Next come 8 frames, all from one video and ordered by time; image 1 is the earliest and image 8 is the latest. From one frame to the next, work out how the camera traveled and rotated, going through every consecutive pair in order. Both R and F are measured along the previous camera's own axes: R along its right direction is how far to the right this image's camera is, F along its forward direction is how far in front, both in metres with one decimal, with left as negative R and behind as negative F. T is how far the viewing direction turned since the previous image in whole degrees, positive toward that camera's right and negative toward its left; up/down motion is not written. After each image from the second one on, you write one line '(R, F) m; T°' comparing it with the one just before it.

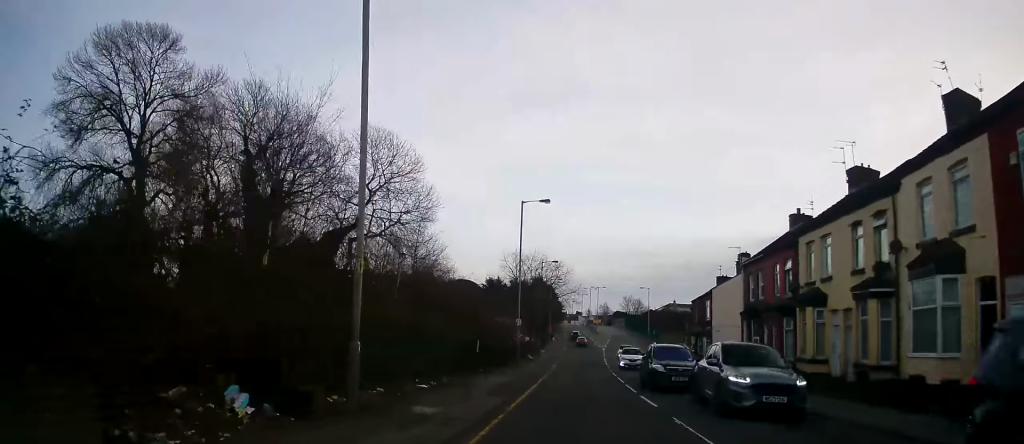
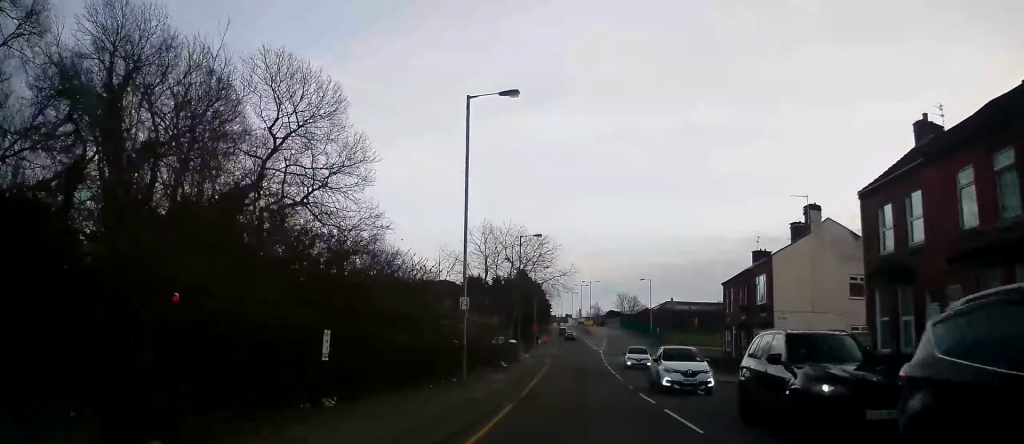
(+0.4, +15.8) m; +1°
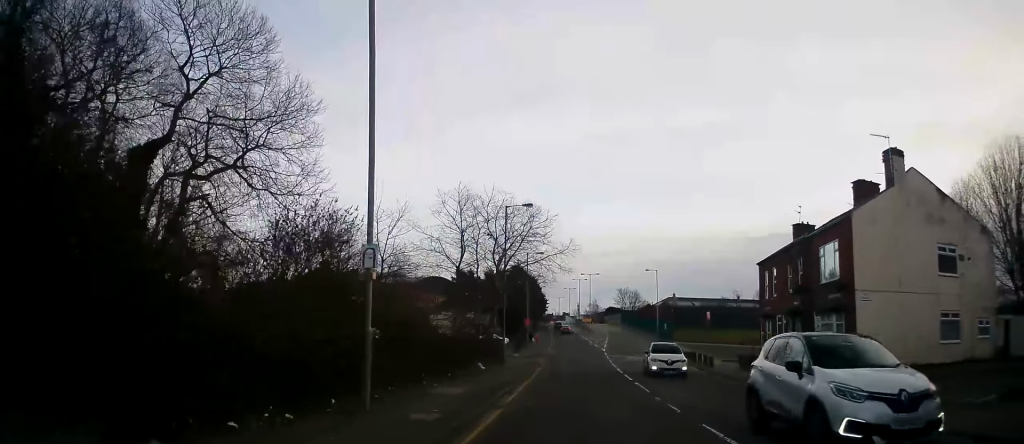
(-0.2, +9.3) m; 0°
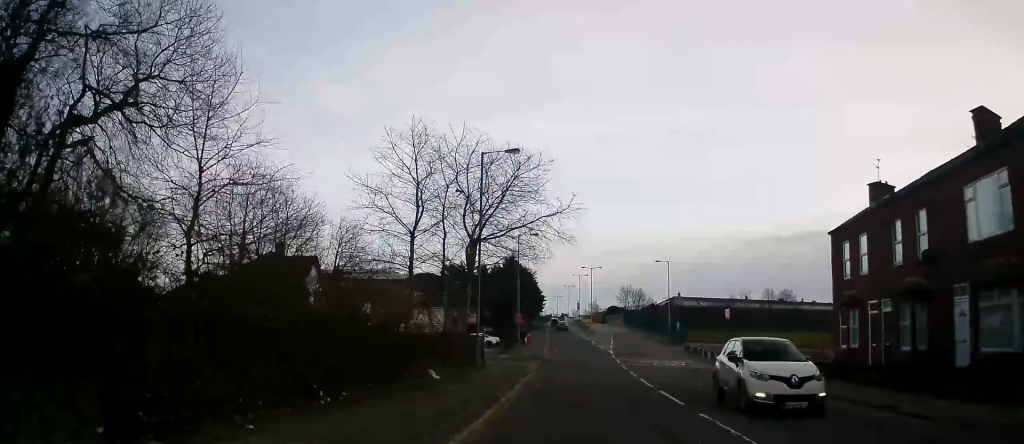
(+0.1, +10.7) m; +1°
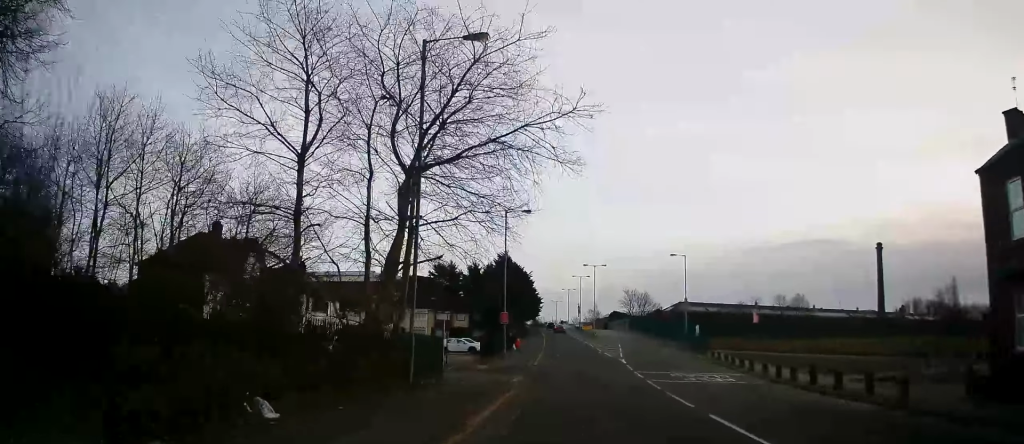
(0.0, +11.3) m; 0°
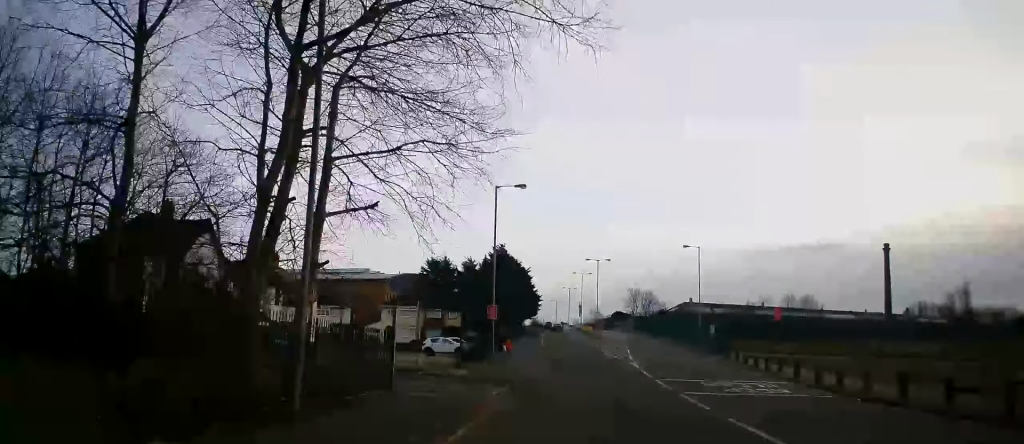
(0.0, +6.7) m; +1°
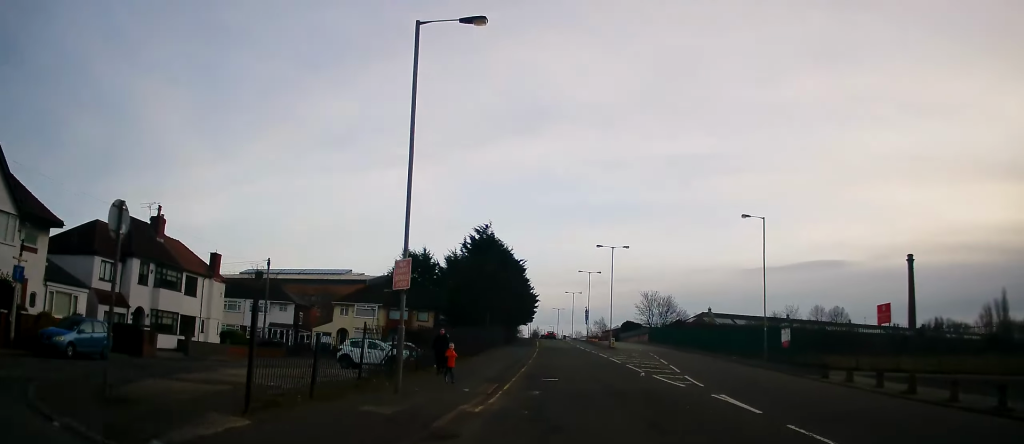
(+0.3, +19.4) m; 0°
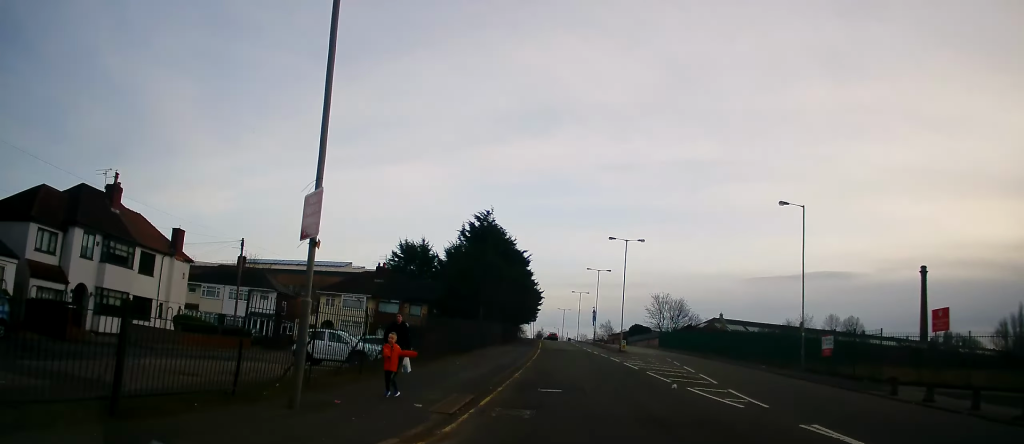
(-0.1, +5.9) m; -2°
